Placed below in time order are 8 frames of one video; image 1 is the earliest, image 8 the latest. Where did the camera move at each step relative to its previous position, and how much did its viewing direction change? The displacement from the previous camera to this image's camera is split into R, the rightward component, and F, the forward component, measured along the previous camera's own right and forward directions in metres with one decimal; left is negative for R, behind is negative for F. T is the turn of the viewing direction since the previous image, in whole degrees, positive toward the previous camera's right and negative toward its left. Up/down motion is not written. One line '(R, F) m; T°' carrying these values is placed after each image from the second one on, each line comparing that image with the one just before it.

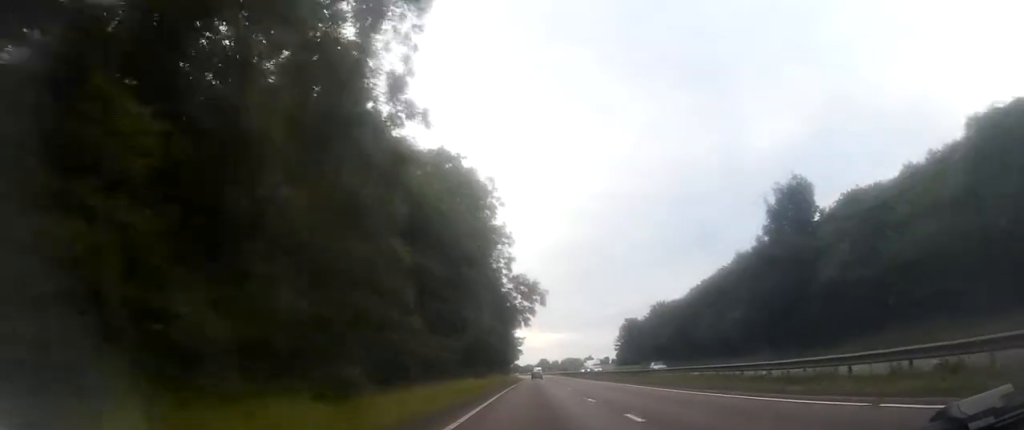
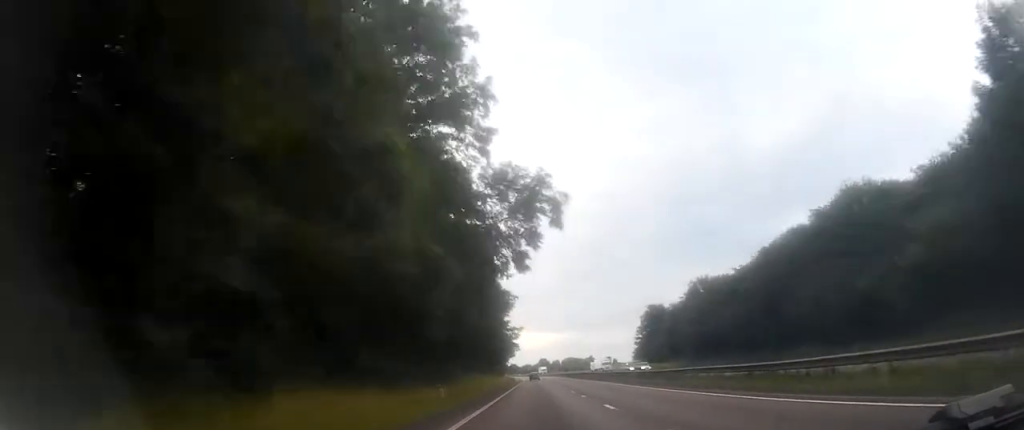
(0.0, +31.0) m; 0°
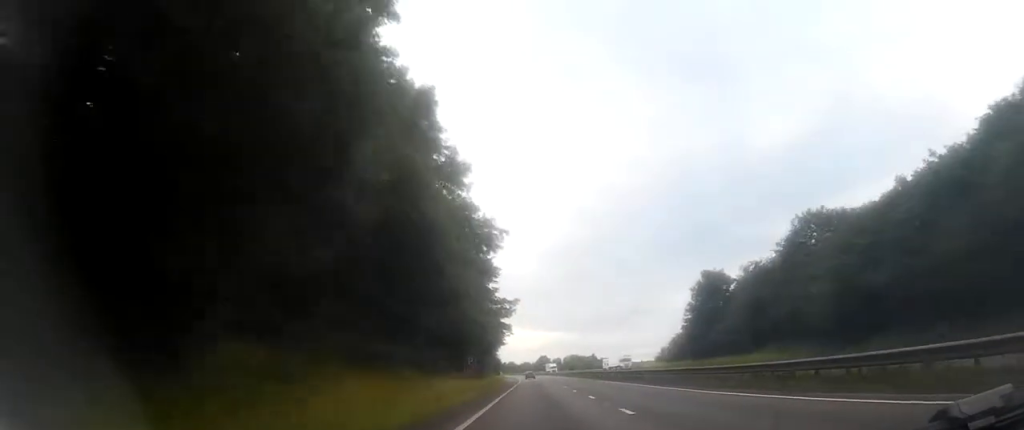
(+0.1, +38.7) m; 0°
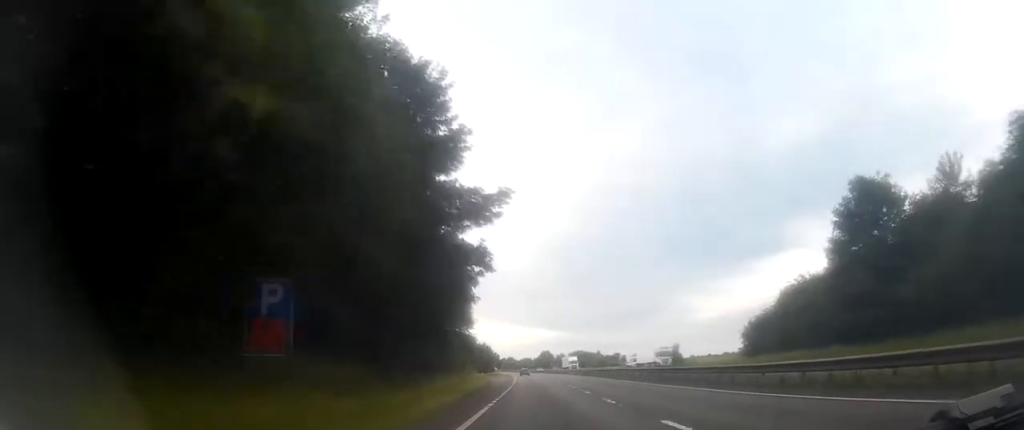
(-0.1, +40.8) m; 0°
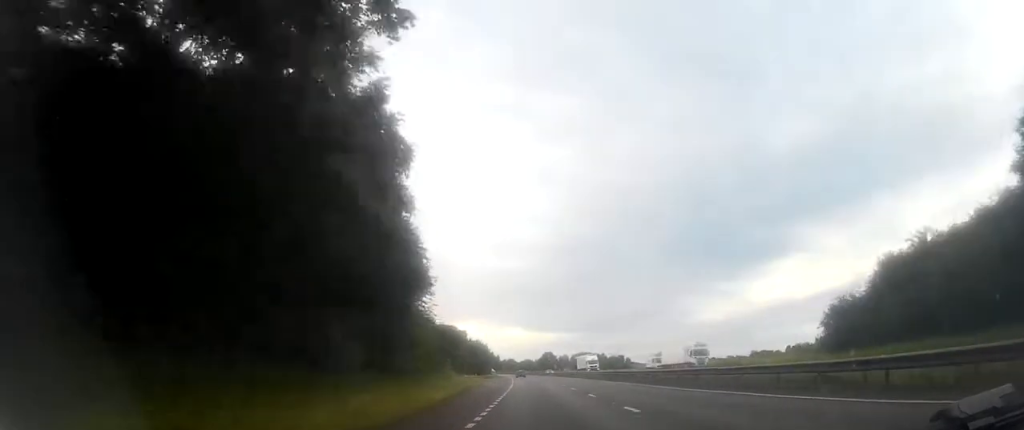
(0.0, +22.0) m; -1°
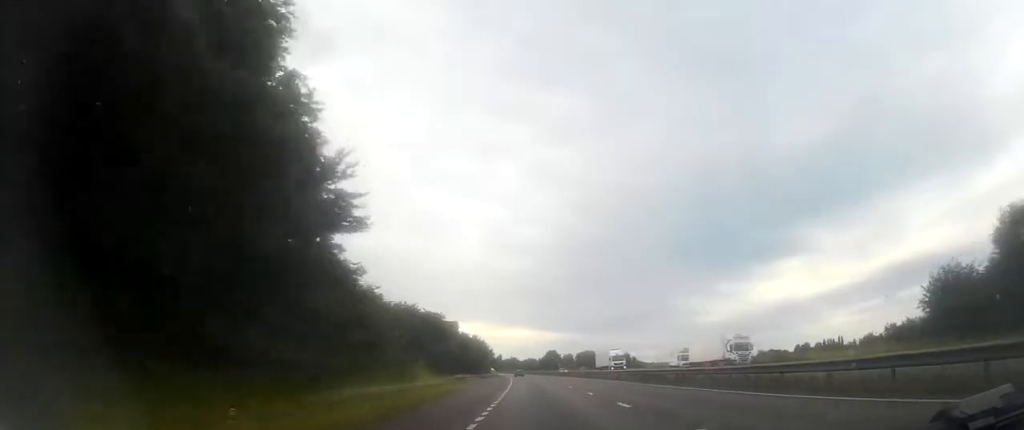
(0.0, +16.4) m; -1°
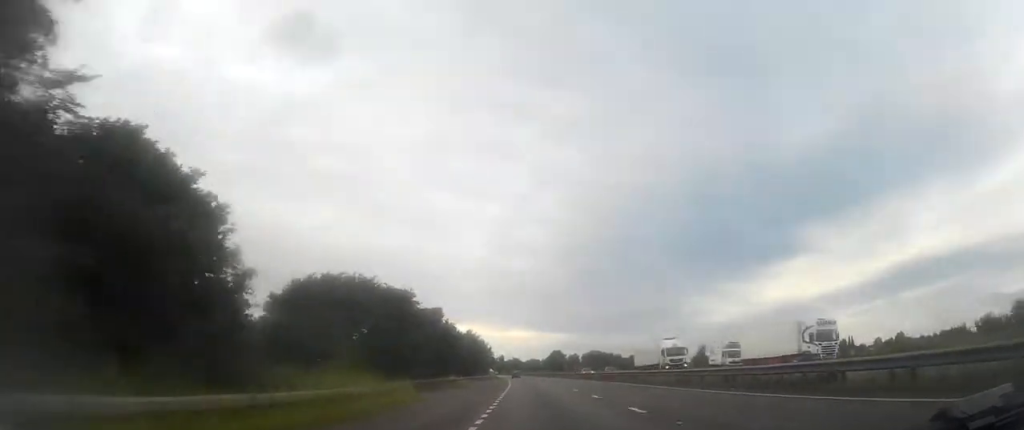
(-0.4, +20.2) m; -1°
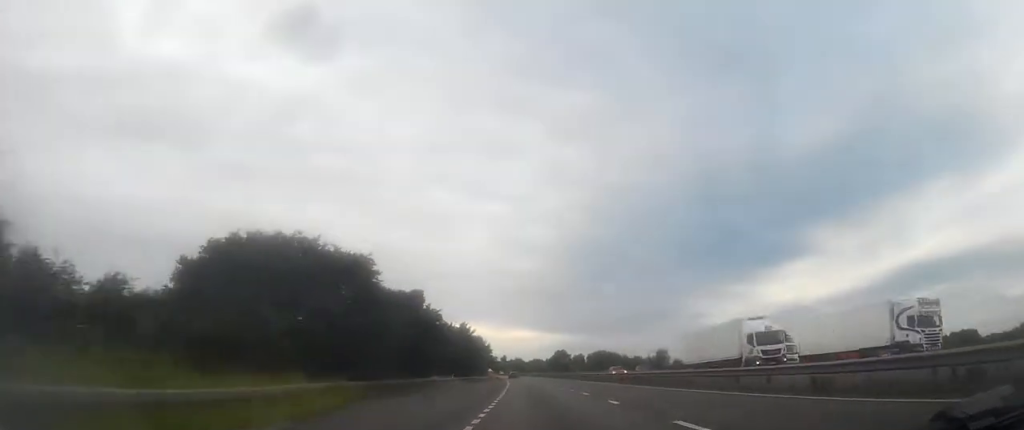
(-0.2, +14.5) m; 0°
